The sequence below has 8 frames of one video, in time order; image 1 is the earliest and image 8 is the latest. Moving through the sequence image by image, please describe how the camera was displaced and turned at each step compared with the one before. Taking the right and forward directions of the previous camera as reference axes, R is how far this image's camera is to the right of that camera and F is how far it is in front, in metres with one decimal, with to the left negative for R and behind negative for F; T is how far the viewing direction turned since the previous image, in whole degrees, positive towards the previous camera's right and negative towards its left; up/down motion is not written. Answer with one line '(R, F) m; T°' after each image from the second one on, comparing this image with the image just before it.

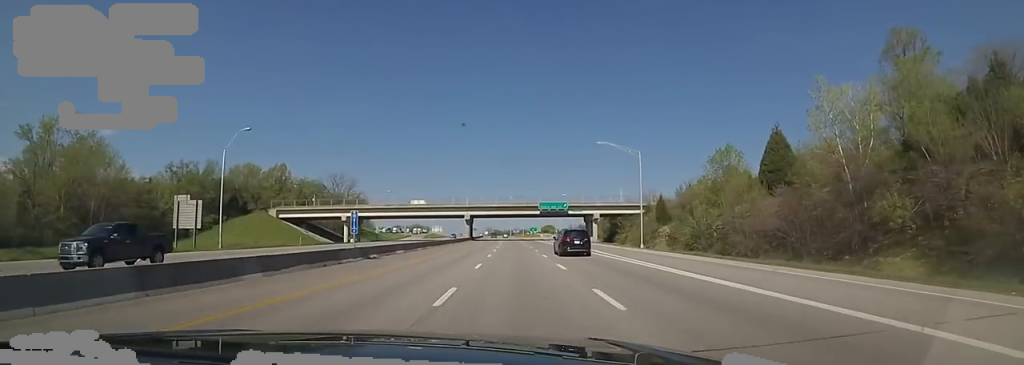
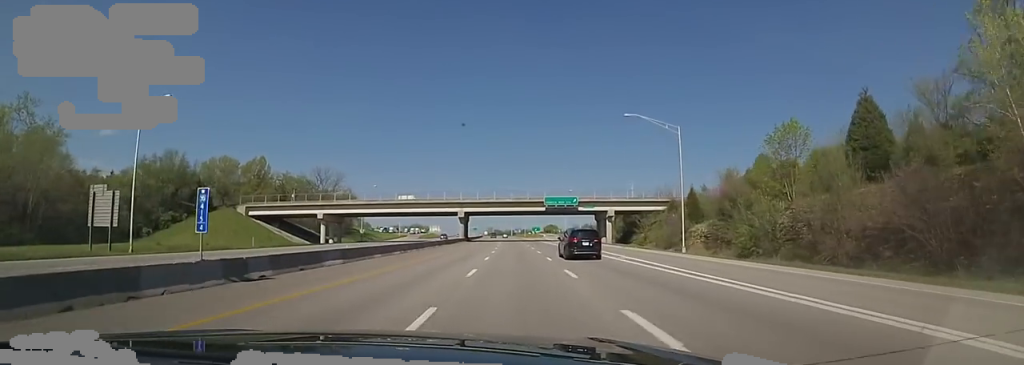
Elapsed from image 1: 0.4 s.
(0.0, +12.8) m; 0°
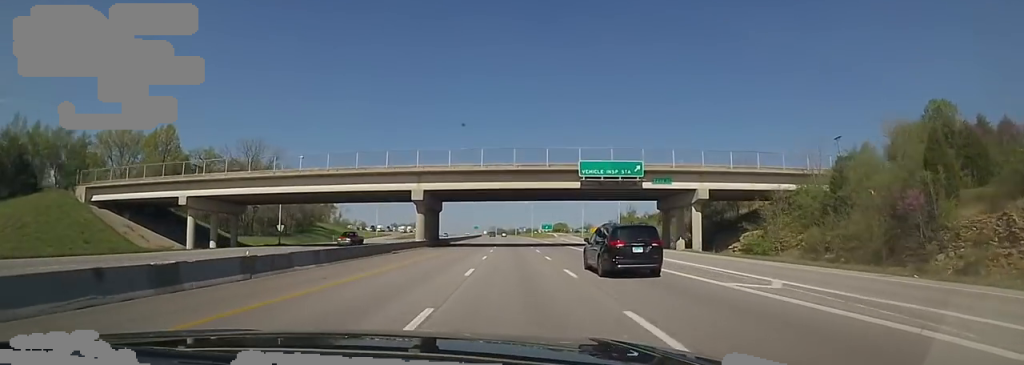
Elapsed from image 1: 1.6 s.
(0.0, +38.4) m; 0°
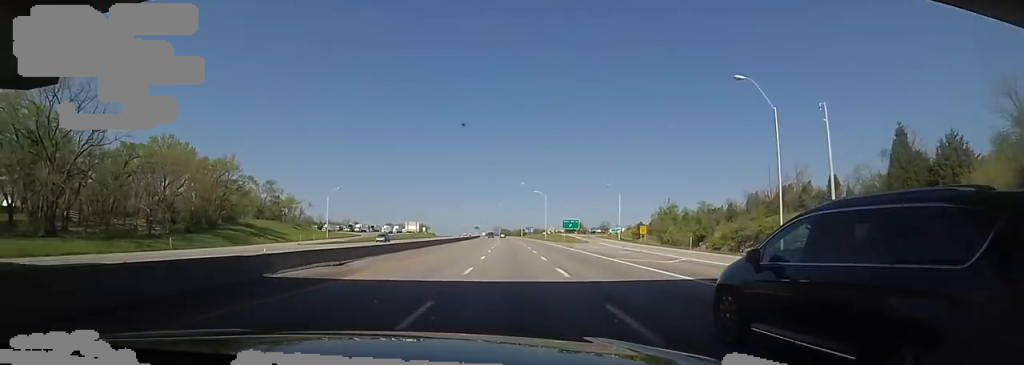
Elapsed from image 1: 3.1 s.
(0.0, +48.0) m; 0°
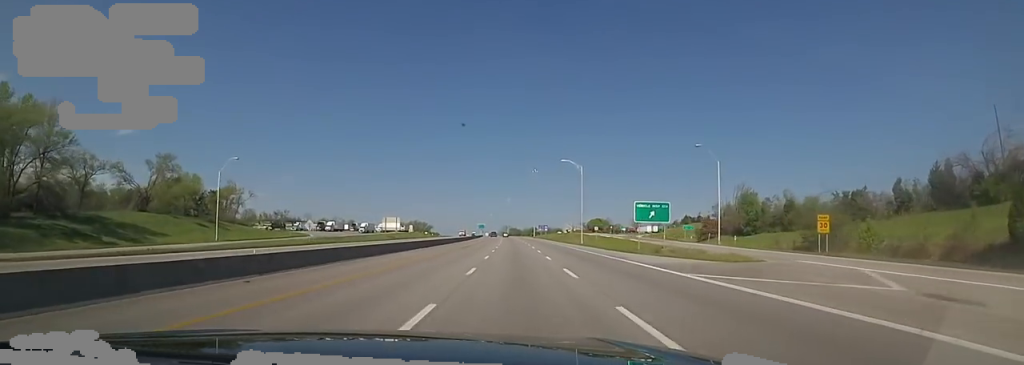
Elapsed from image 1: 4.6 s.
(-0.9, +50.4) m; -2°
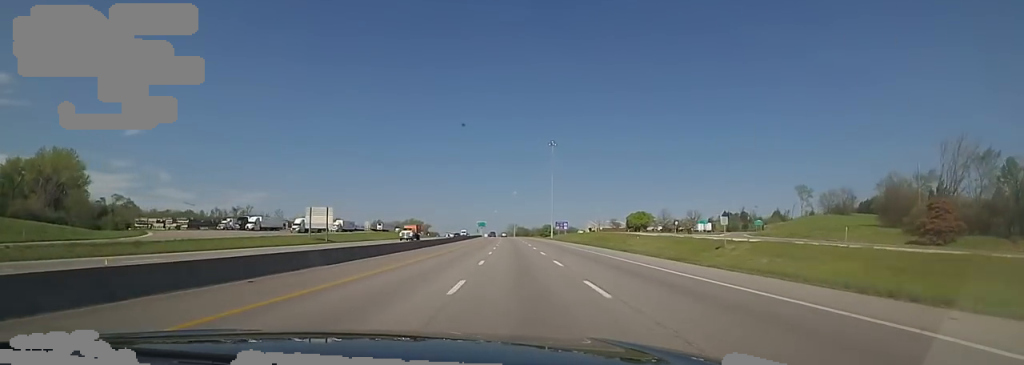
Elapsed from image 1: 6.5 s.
(0.0, +65.8) m; -1°
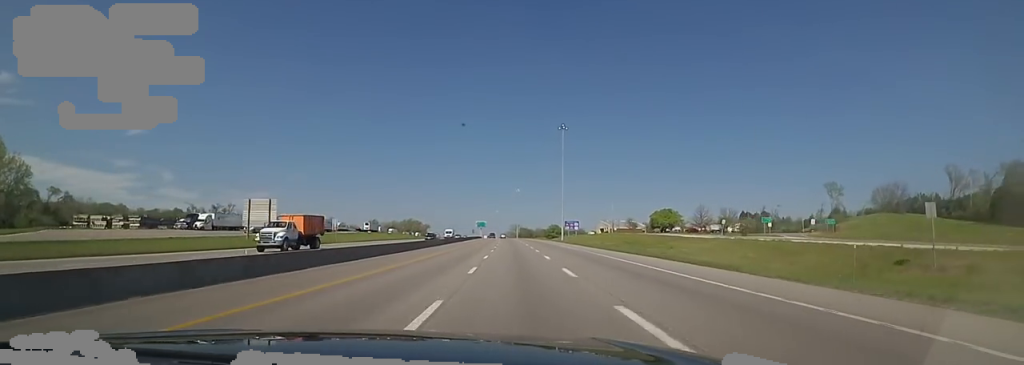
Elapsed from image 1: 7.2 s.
(-0.8, +24.8) m; -2°
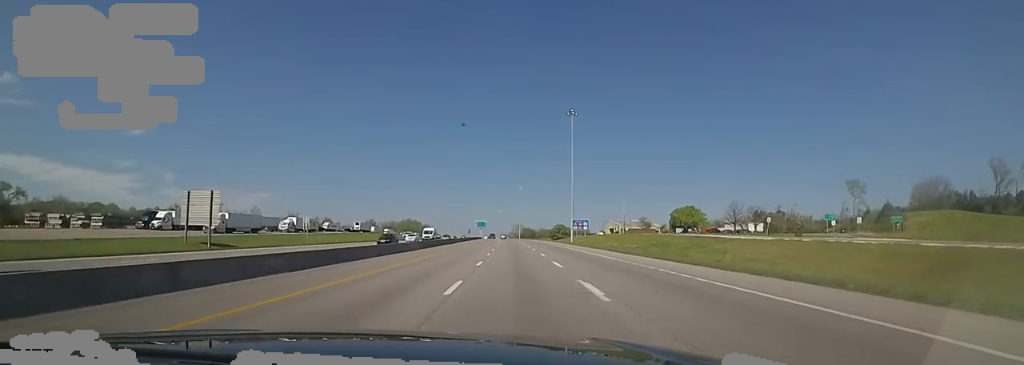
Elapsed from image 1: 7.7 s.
(0.0, +15.7) m; 0°
